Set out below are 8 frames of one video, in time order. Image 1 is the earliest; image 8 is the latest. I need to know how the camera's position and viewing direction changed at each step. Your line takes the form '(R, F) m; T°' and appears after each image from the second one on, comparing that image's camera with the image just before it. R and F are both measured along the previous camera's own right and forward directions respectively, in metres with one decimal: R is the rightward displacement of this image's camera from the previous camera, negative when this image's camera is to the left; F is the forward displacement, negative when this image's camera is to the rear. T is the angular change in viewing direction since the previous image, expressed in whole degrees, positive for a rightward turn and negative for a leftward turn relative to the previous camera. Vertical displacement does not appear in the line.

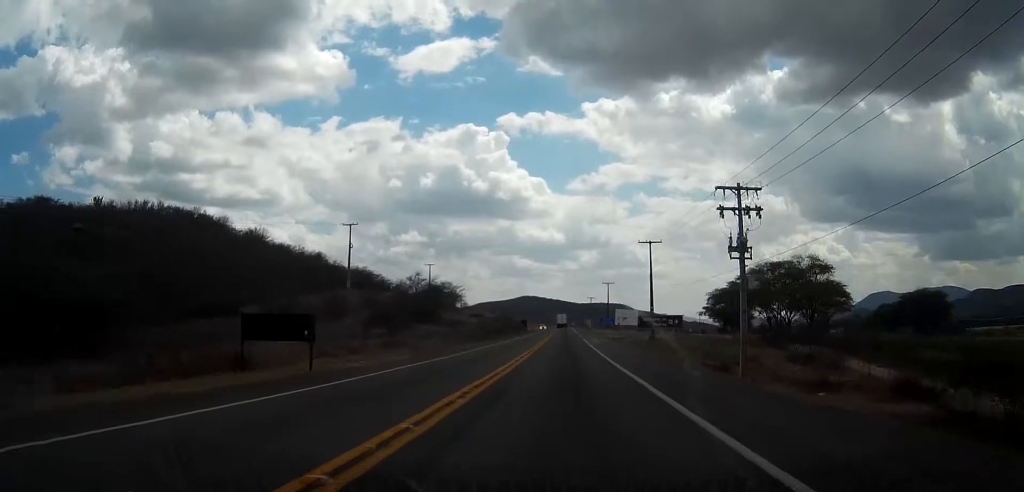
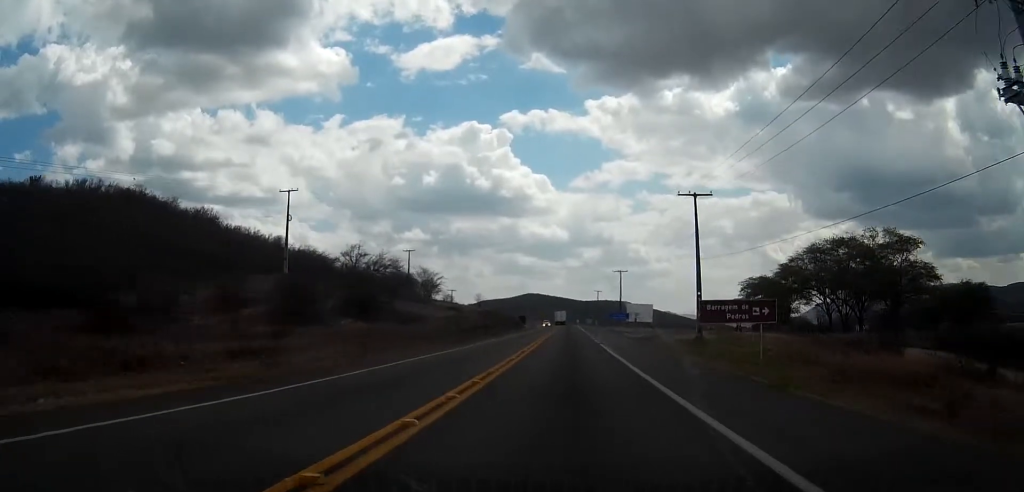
(+0.1, +25.4) m; 0°
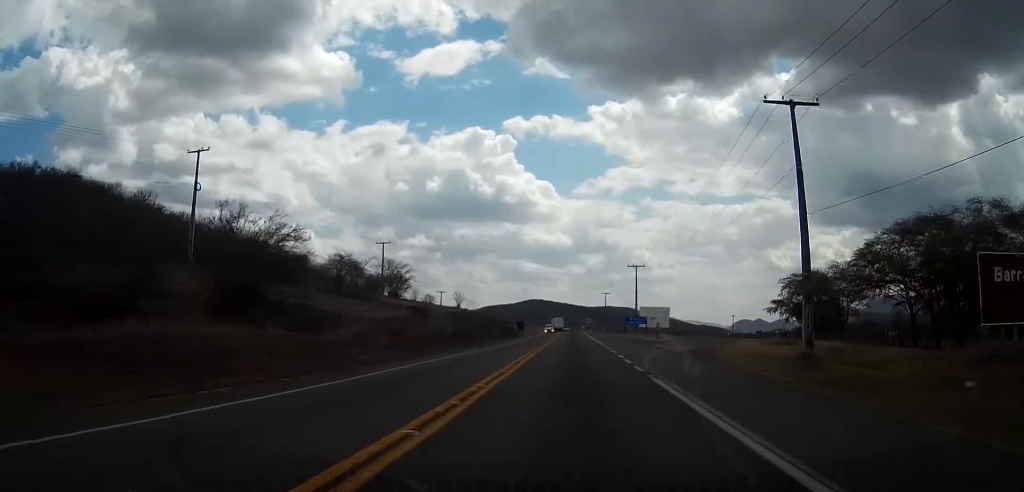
(-0.1, +22.5) m; 0°
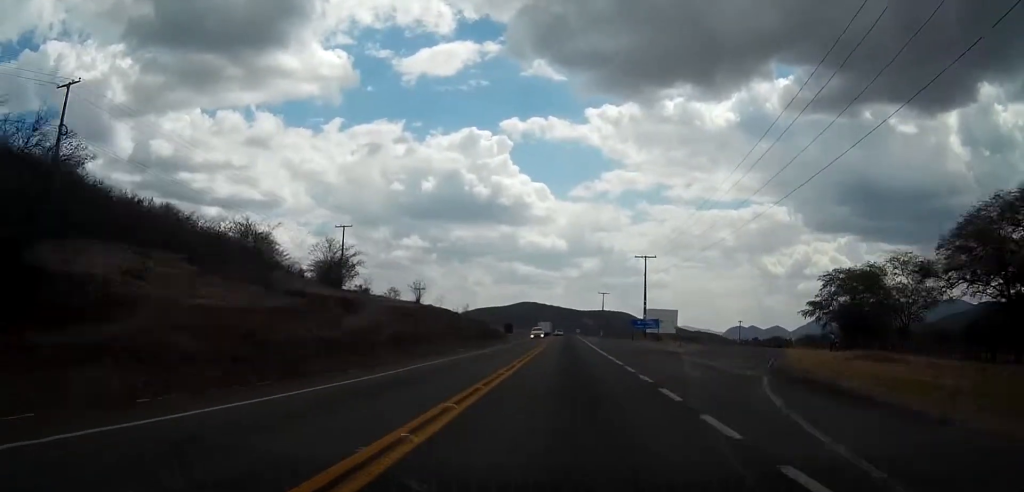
(0.0, +18.7) m; 0°
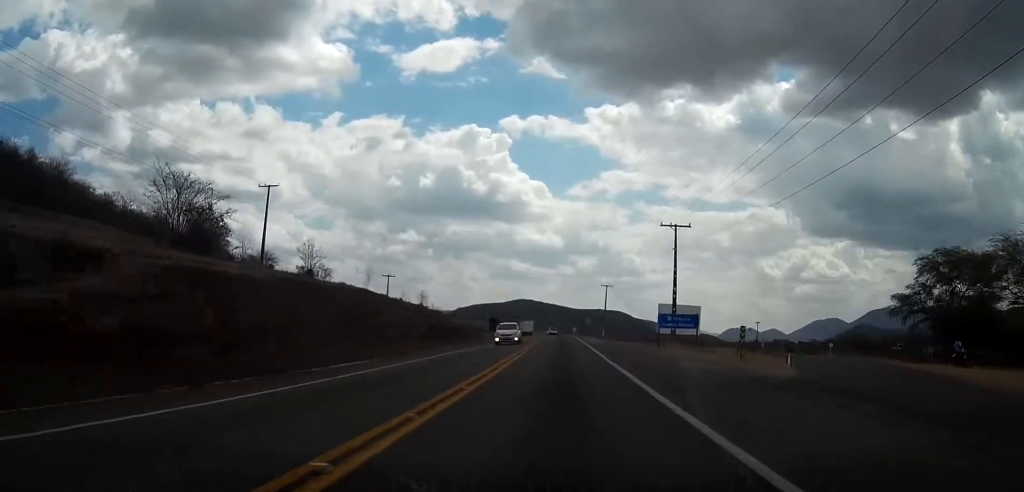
(+0.2, +25.4) m; 0°
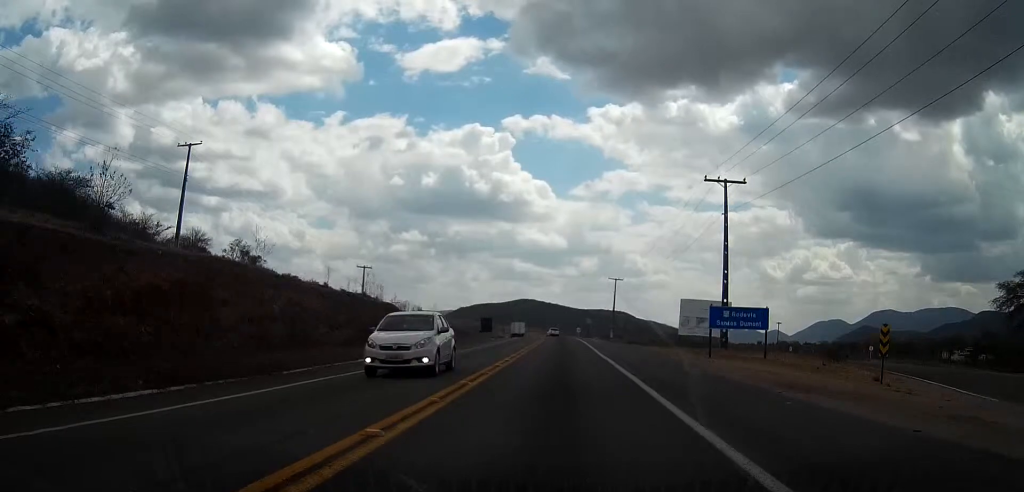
(0.0, +17.9) m; 0°
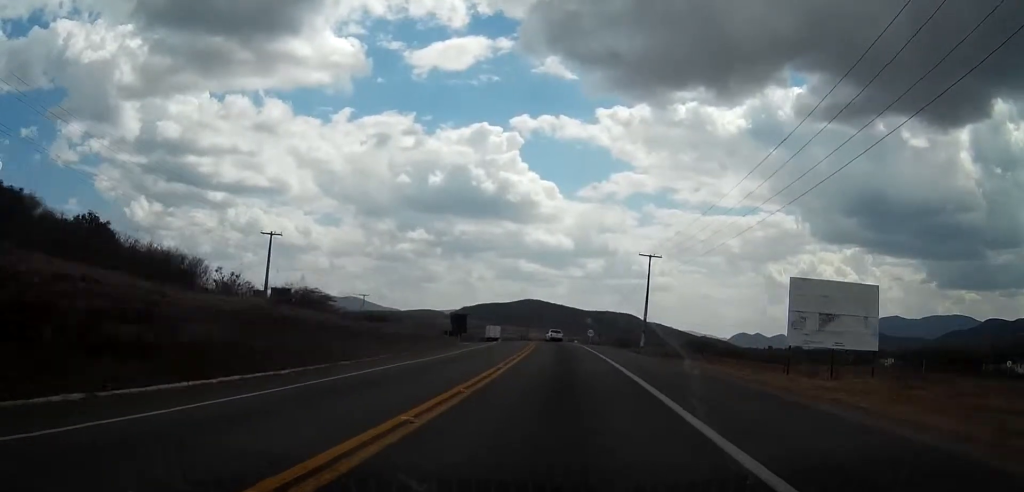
(-0.5, +40.3) m; -1°
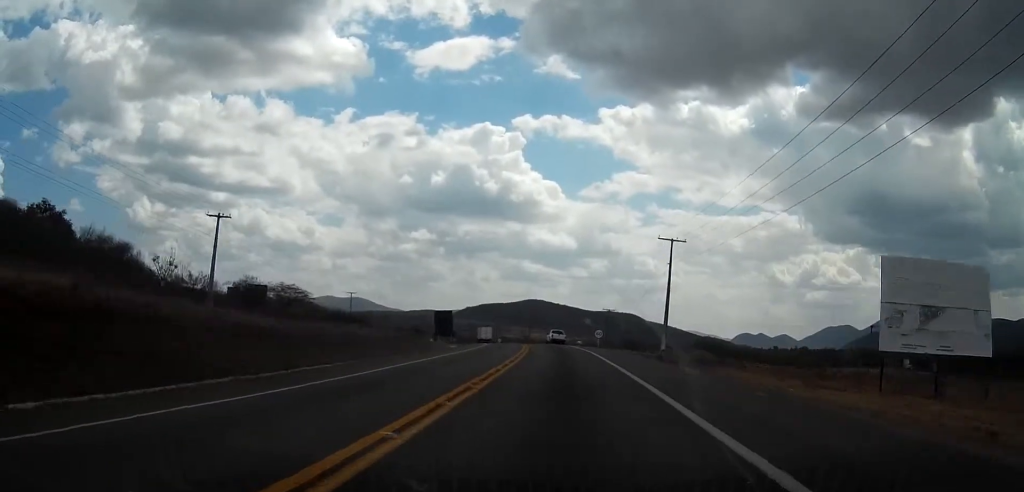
(0.0, +13.4) m; 0°
